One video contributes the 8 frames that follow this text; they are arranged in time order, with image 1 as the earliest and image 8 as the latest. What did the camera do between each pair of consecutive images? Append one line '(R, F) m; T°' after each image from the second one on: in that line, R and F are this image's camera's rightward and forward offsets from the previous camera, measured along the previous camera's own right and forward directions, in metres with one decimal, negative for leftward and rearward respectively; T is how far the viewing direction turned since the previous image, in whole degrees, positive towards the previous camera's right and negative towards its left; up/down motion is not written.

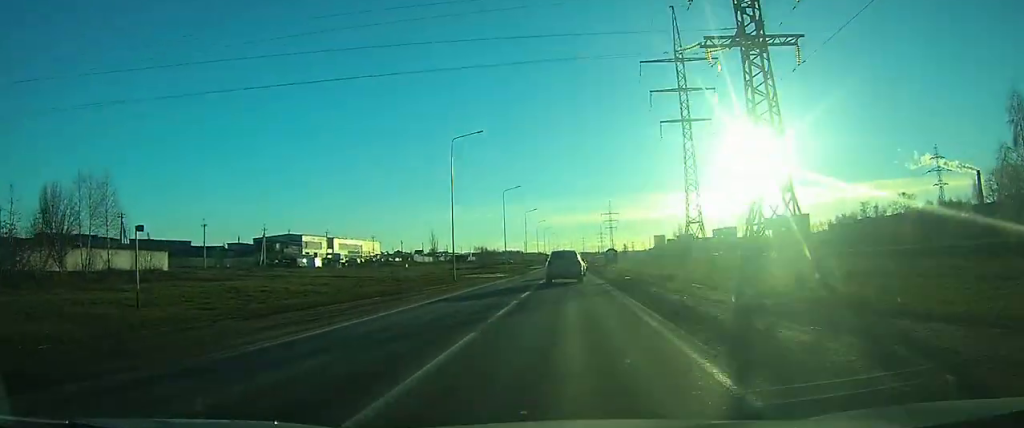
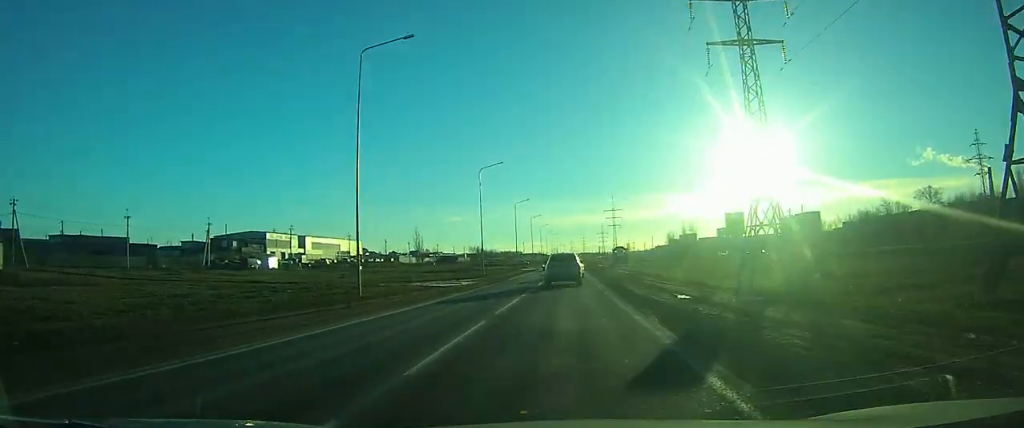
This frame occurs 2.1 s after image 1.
(+0.1, +22.9) m; 0°
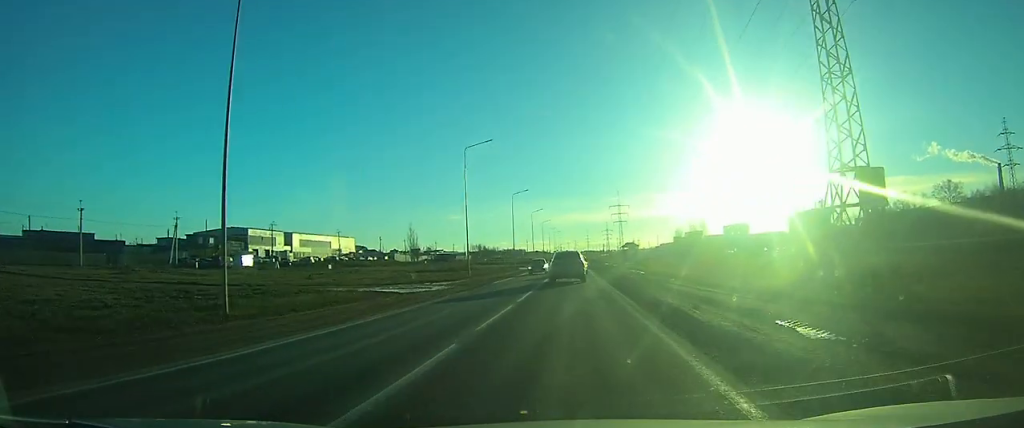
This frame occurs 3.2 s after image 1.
(0.0, +11.7) m; 0°
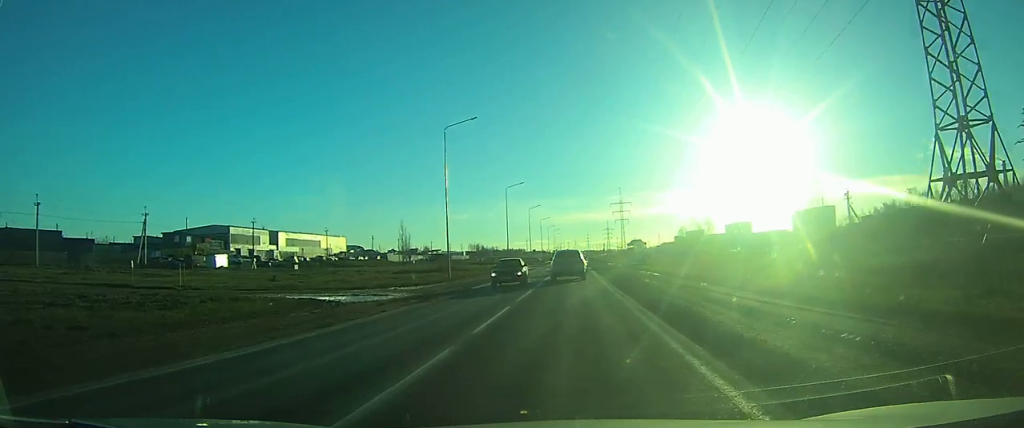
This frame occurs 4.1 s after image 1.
(0.0, +8.9) m; 0°
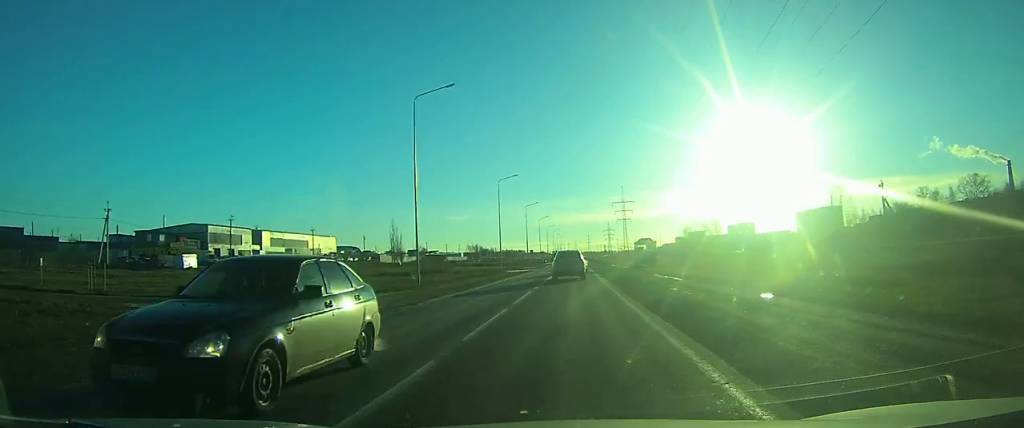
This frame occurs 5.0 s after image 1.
(0.0, +9.2) m; 0°
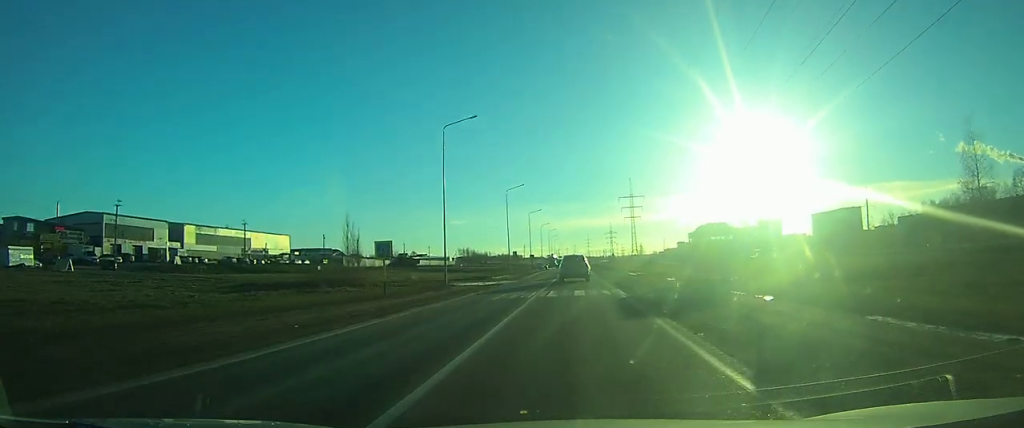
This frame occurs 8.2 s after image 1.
(0.0, +31.9) m; 0°
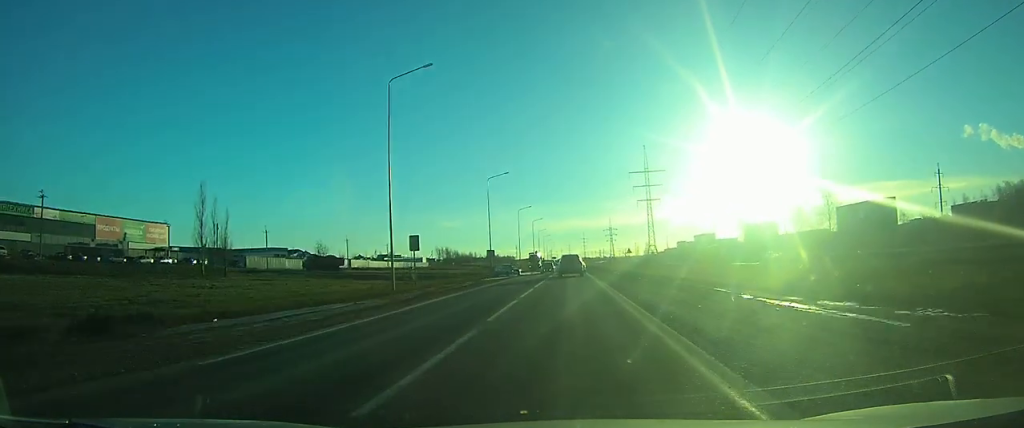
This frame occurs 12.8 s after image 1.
(+0.7, +54.1) m; +1°
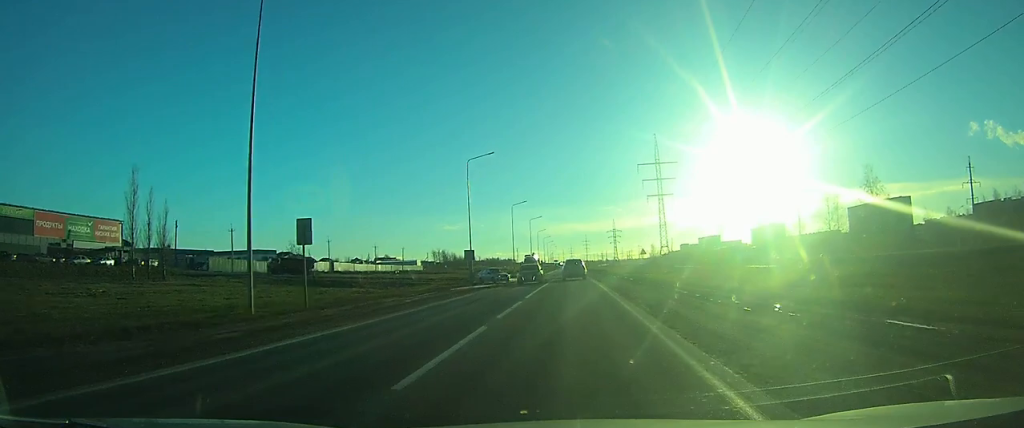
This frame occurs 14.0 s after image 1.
(-0.1, +14.7) m; 0°
